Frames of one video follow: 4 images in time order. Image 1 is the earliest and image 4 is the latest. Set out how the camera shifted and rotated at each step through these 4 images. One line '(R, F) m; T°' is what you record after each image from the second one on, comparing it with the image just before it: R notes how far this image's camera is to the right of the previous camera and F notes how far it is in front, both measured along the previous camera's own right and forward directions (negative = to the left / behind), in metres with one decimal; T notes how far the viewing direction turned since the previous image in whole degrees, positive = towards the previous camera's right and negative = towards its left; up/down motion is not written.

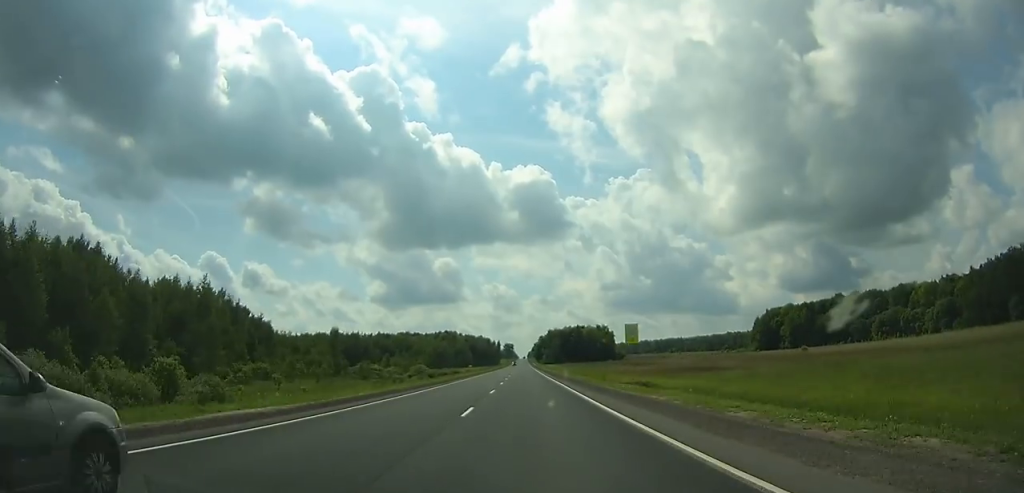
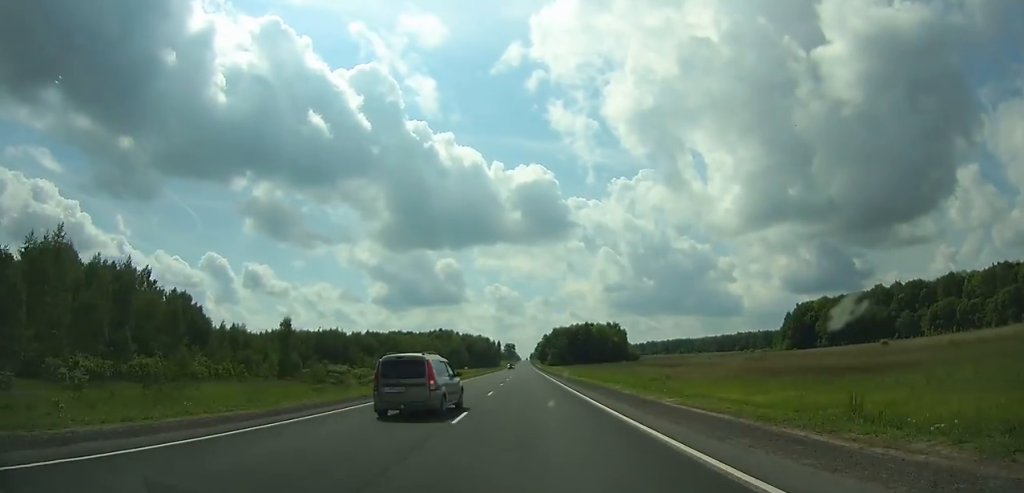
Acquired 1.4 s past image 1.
(+0.1, +37.9) m; 0°
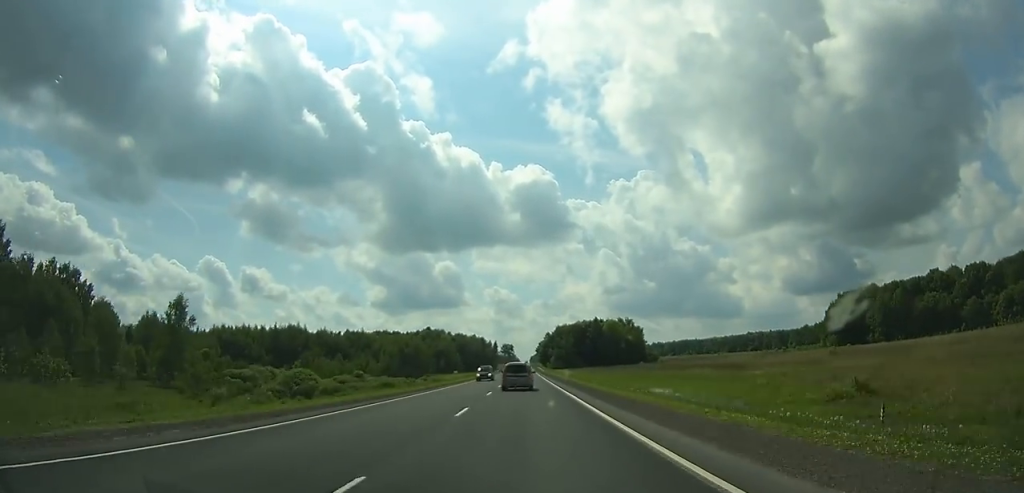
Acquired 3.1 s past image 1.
(+0.2, +46.3) m; 0°
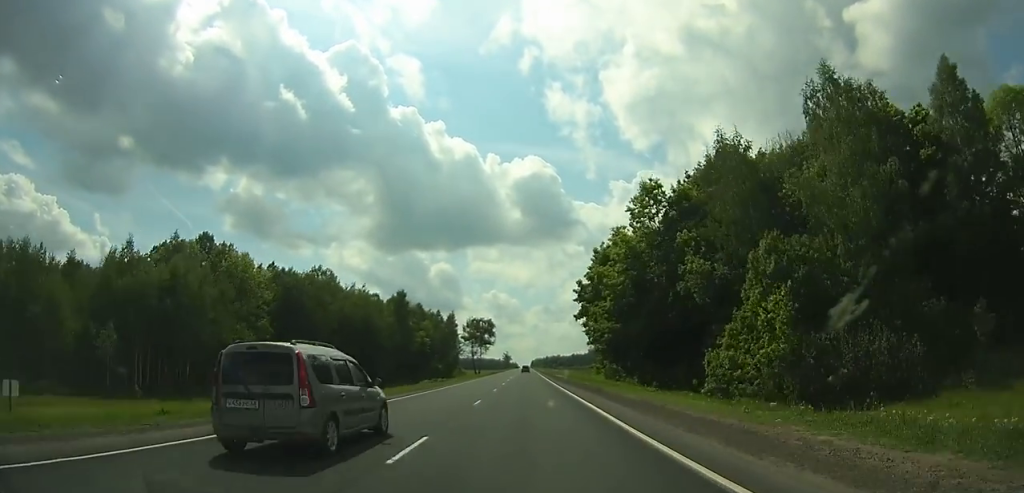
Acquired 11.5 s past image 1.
(-0.7, +235.5) m; 0°
